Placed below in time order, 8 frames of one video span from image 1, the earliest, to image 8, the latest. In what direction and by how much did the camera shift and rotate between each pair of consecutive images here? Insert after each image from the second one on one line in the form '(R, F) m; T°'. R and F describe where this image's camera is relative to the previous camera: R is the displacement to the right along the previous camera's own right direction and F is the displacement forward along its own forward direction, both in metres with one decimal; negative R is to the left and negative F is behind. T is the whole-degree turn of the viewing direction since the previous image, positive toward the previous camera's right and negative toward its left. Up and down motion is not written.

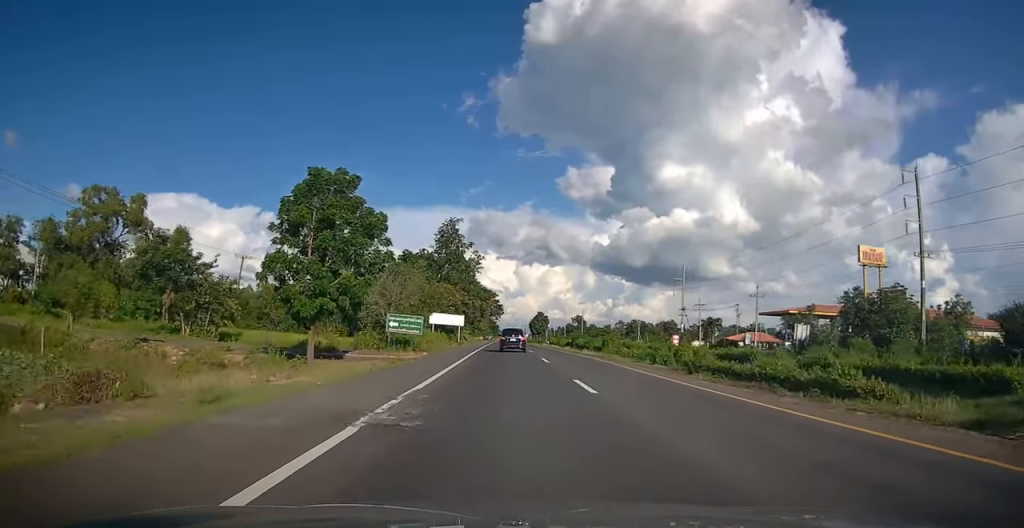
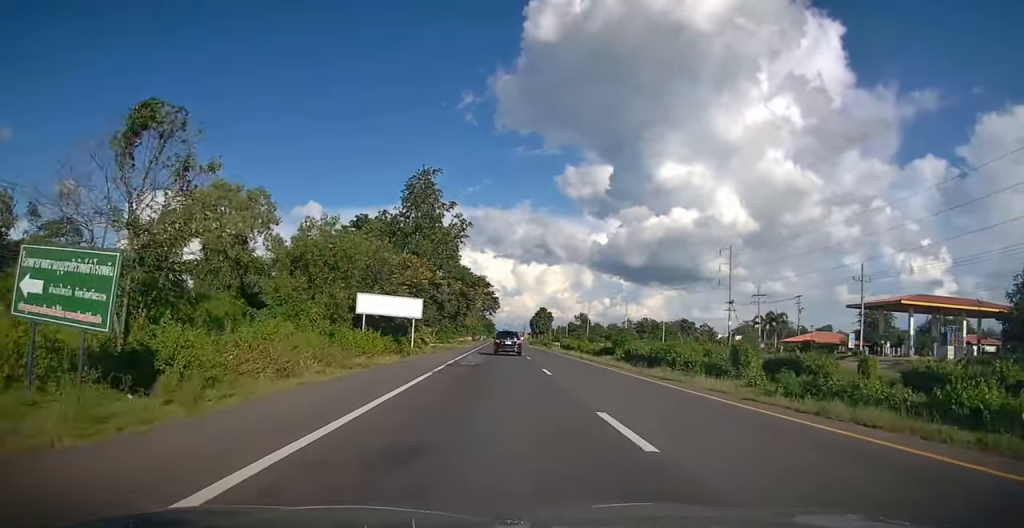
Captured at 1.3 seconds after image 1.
(+0.1, +30.2) m; +1°
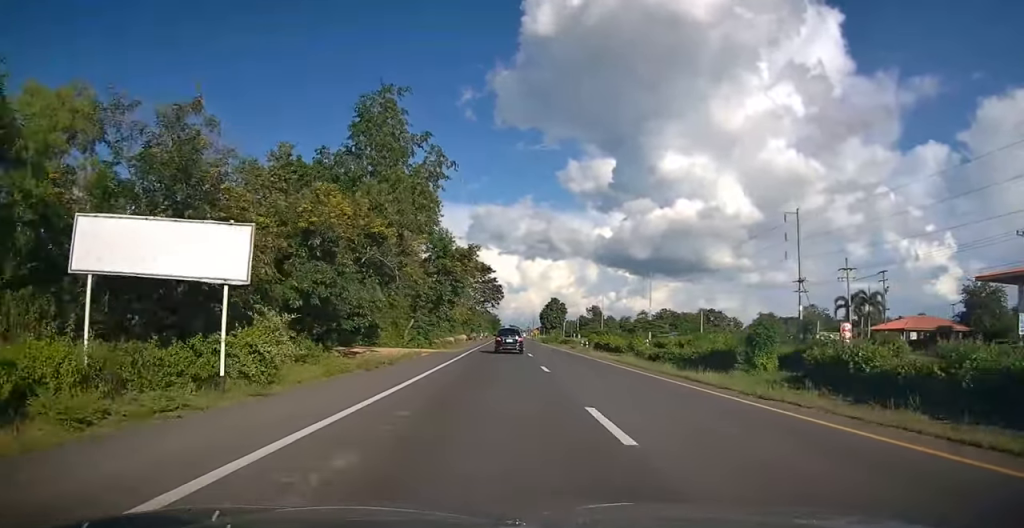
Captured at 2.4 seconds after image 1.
(+0.2, +24.3) m; 0°
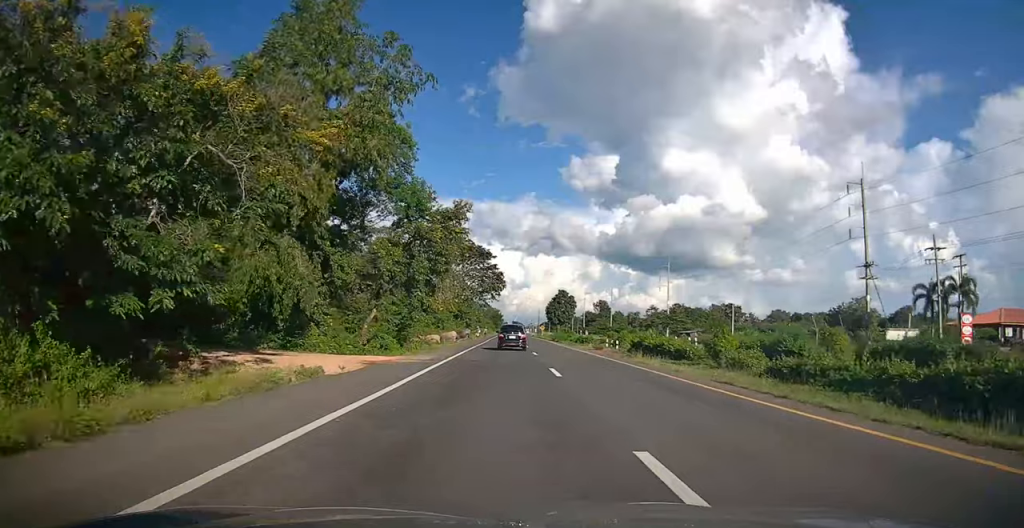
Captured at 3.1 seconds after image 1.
(-0.1, +16.1) m; 0°
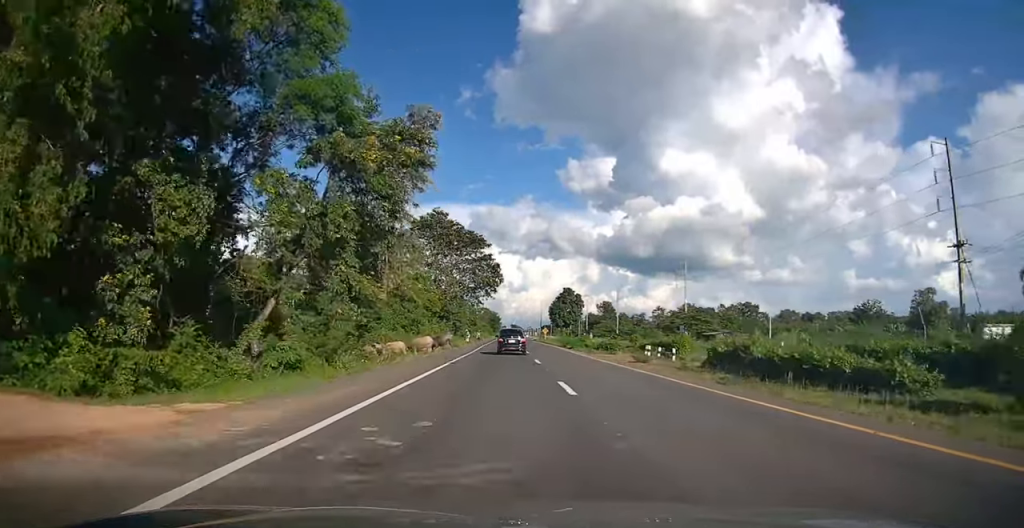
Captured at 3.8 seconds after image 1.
(-0.1, +16.0) m; 0°
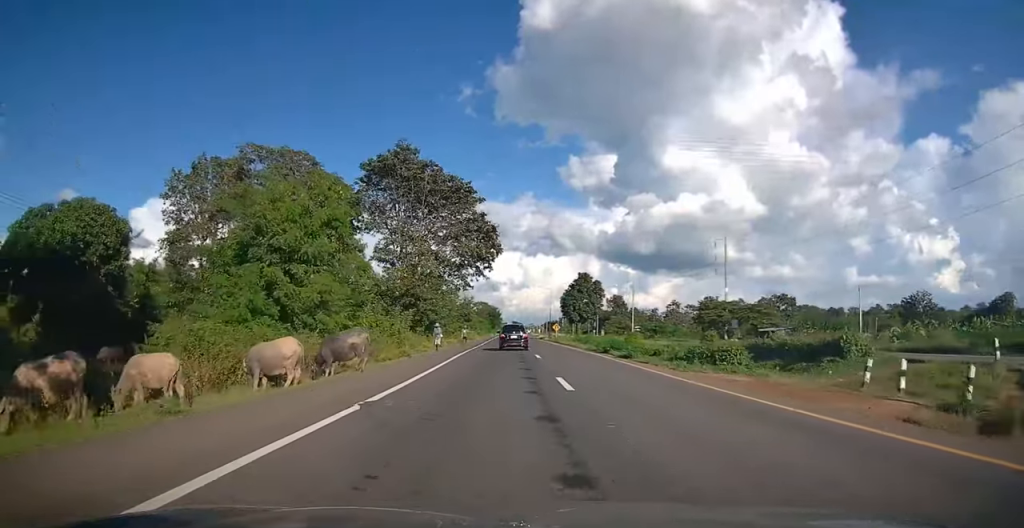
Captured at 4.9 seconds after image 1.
(0.0, +24.1) m; 0°
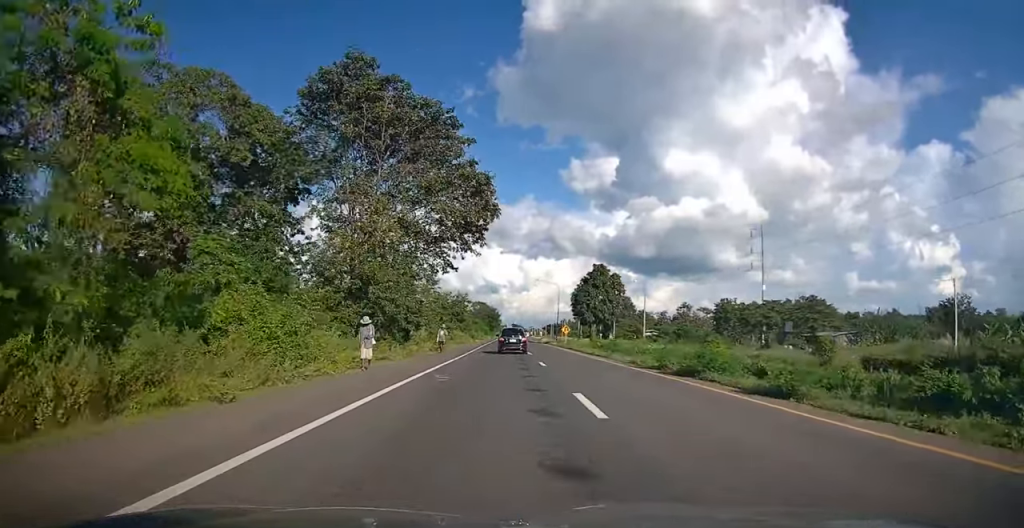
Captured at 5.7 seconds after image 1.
(-0.1, +16.3) m; 0°
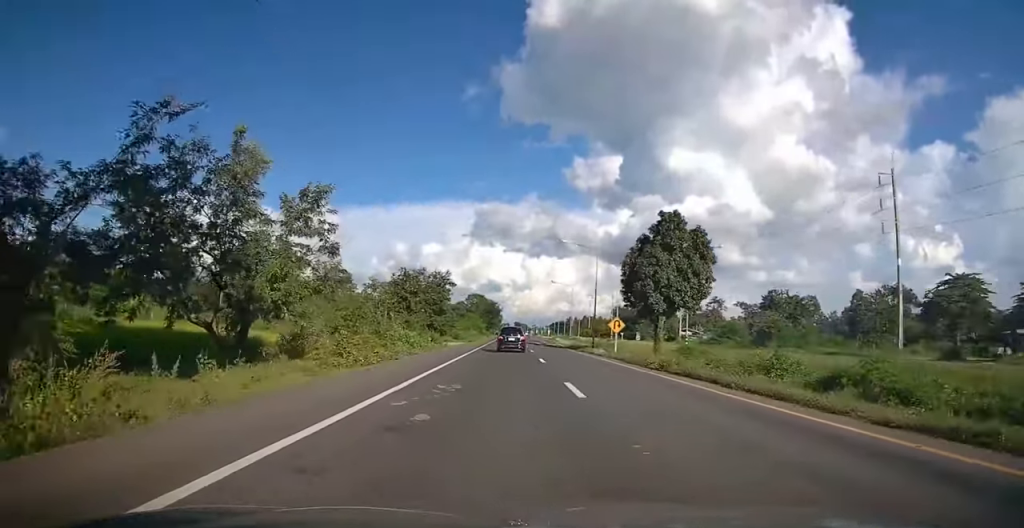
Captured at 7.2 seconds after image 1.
(0.0, +33.8) m; 0°
